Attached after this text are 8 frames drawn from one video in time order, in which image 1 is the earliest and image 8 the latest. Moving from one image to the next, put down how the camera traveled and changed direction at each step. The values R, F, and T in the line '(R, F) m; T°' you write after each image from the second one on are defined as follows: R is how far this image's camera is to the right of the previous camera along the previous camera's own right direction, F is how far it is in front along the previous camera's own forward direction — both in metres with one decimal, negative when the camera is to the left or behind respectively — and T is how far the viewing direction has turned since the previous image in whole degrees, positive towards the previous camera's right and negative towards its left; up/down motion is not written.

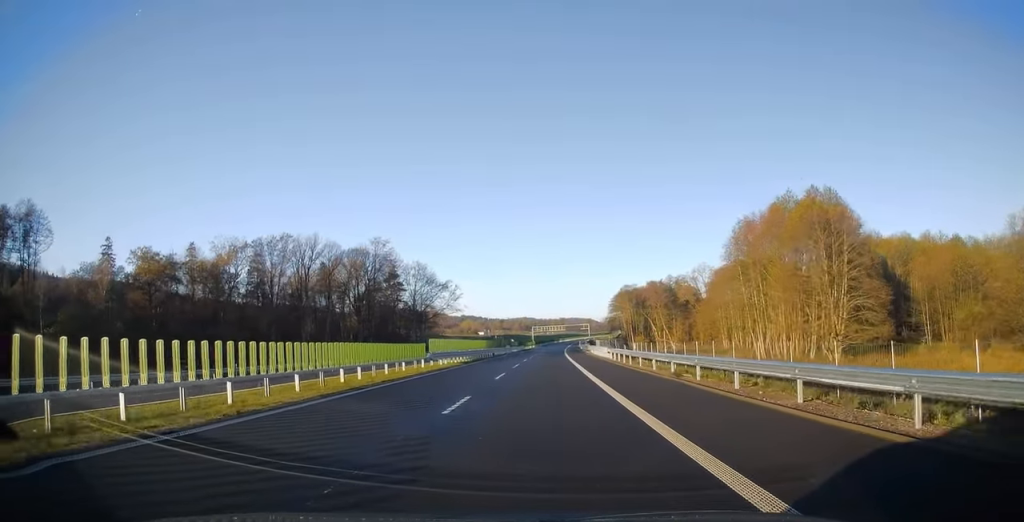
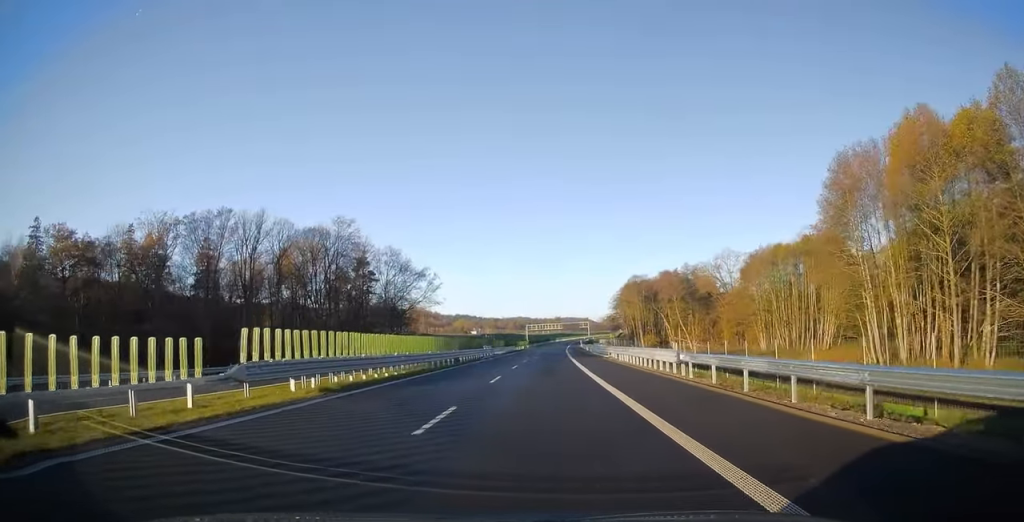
(+0.1, +26.7) m; +1°
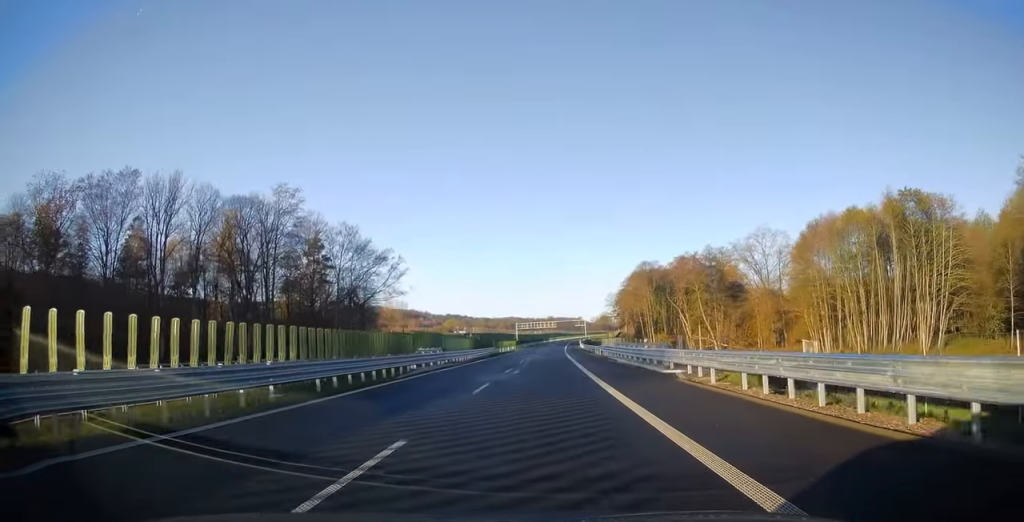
(+0.3, +28.3) m; +1°
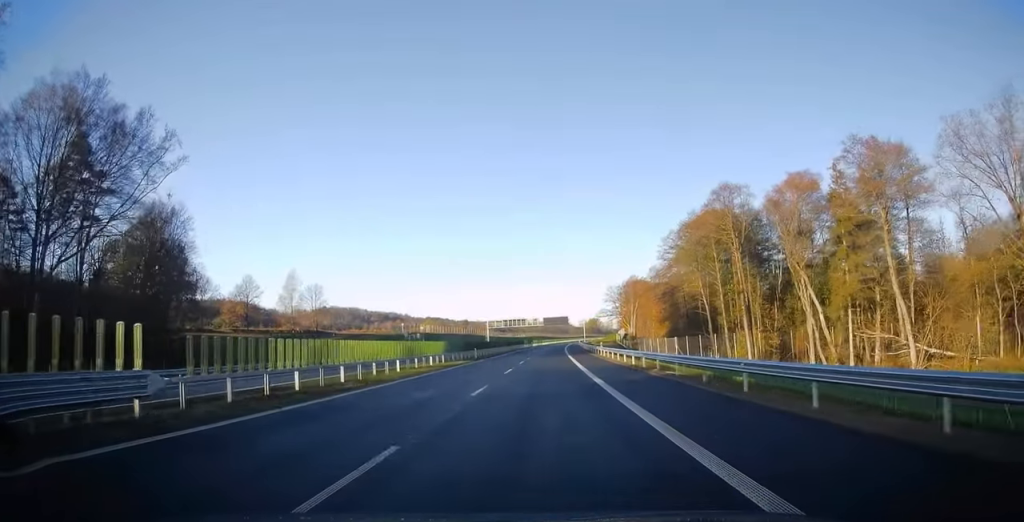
(+0.8, +72.4) m; +1°
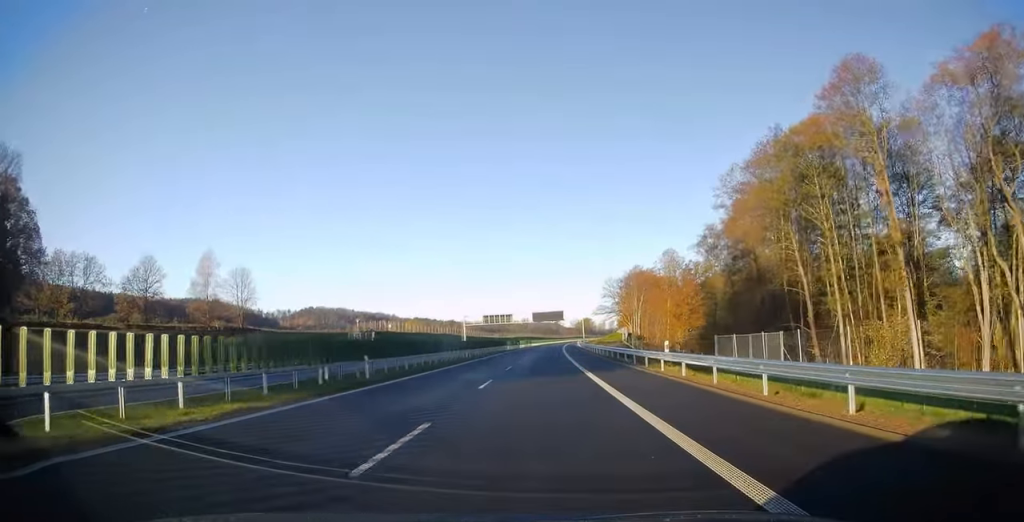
(+0.2, +33.6) m; +1°
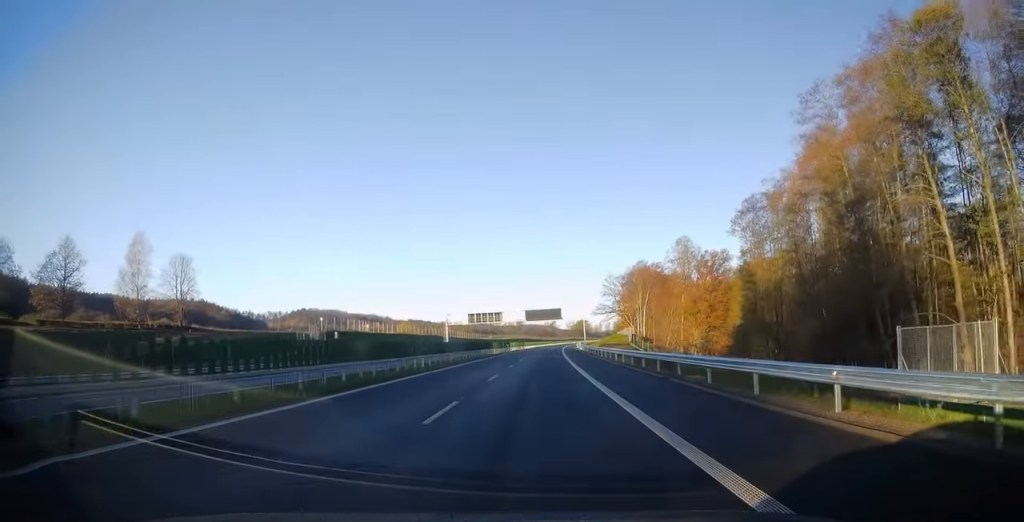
(+0.1, +19.7) m; 0°
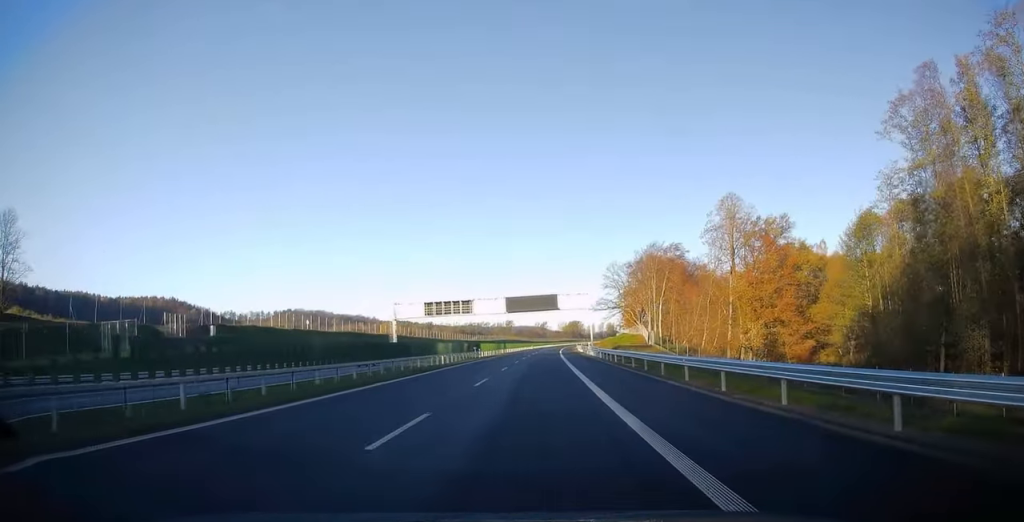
(+0.2, +38.3) m; +1°
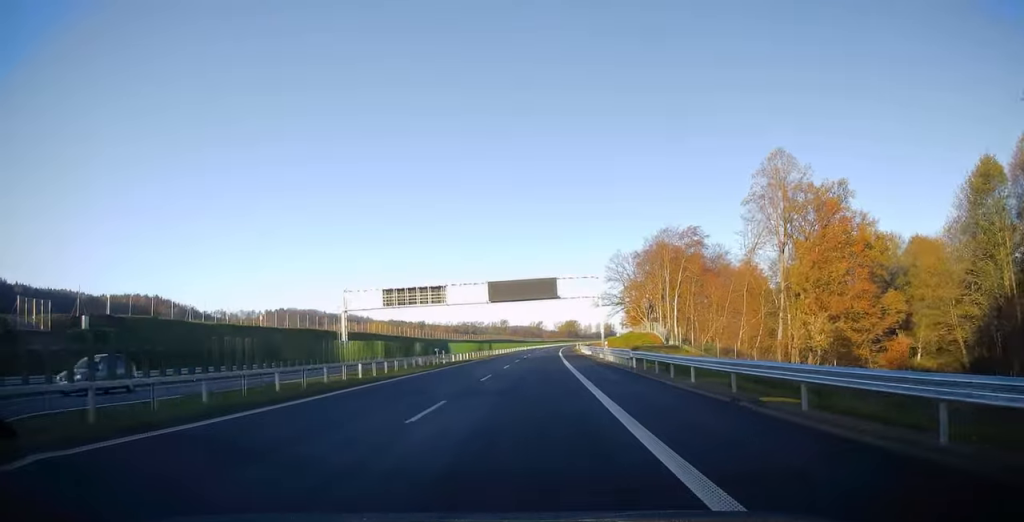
(+0.2, +21.3) m; +1°
